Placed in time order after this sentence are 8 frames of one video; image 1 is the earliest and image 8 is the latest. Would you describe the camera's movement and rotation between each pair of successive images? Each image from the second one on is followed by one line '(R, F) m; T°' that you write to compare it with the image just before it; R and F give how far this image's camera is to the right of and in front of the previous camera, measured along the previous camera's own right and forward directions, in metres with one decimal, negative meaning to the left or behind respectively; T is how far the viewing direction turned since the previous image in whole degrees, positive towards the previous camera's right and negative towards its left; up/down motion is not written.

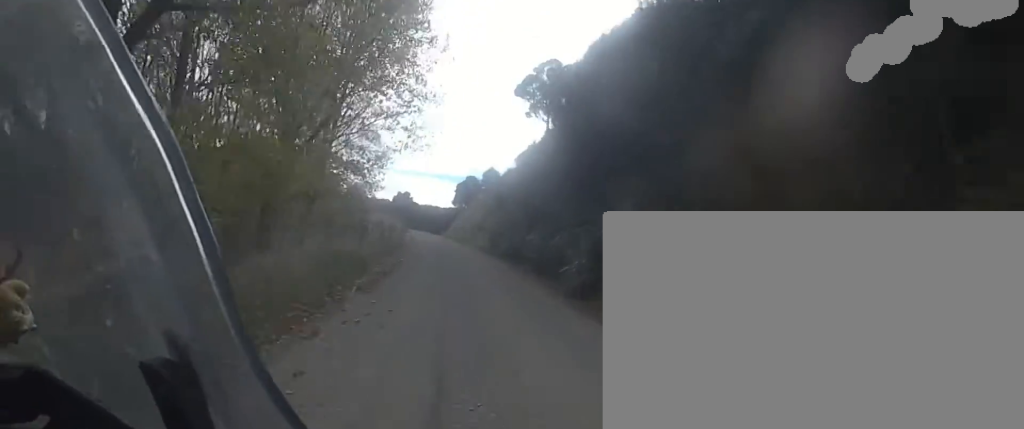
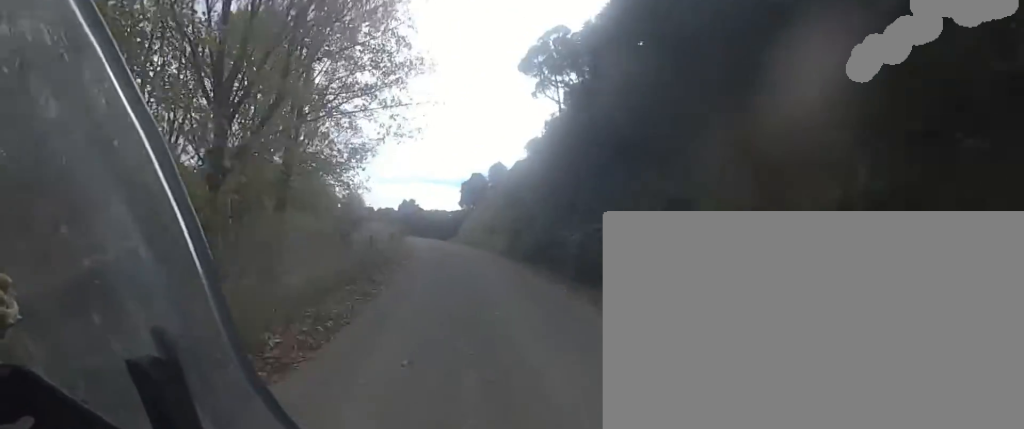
(0.0, +6.6) m; 0°
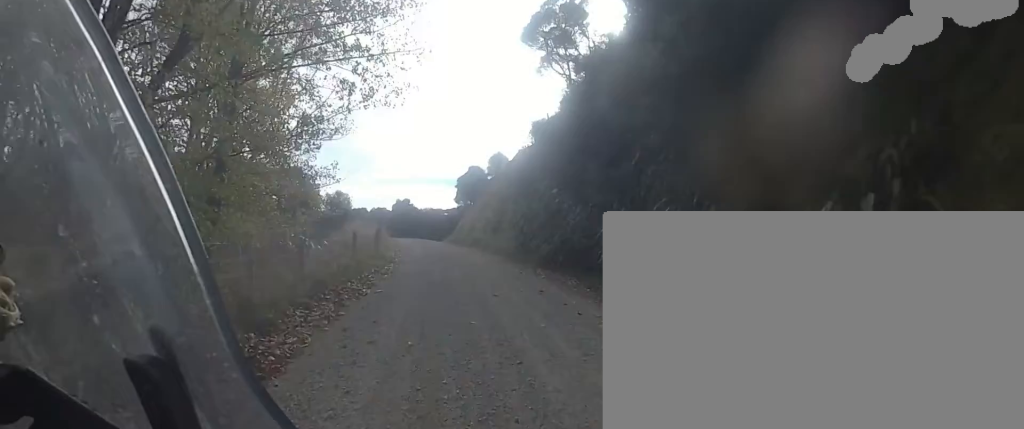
(0.0, +6.5) m; -2°
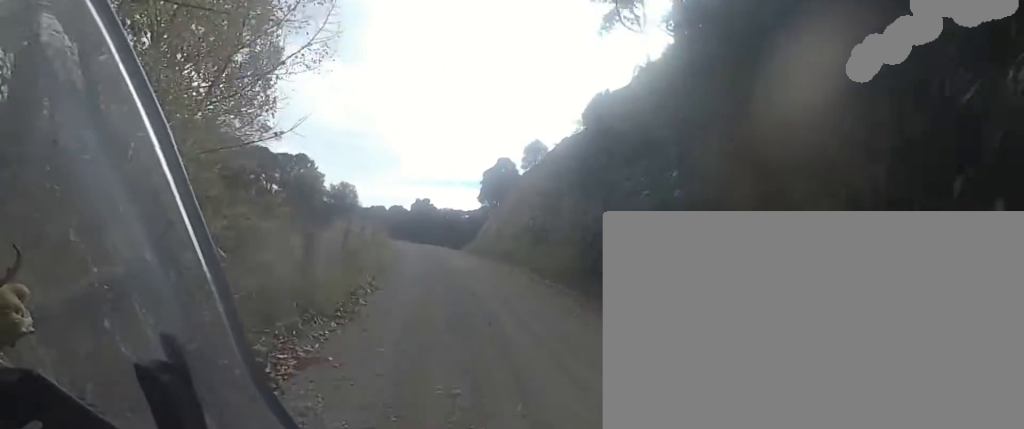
(+0.1, +9.1) m; -3°
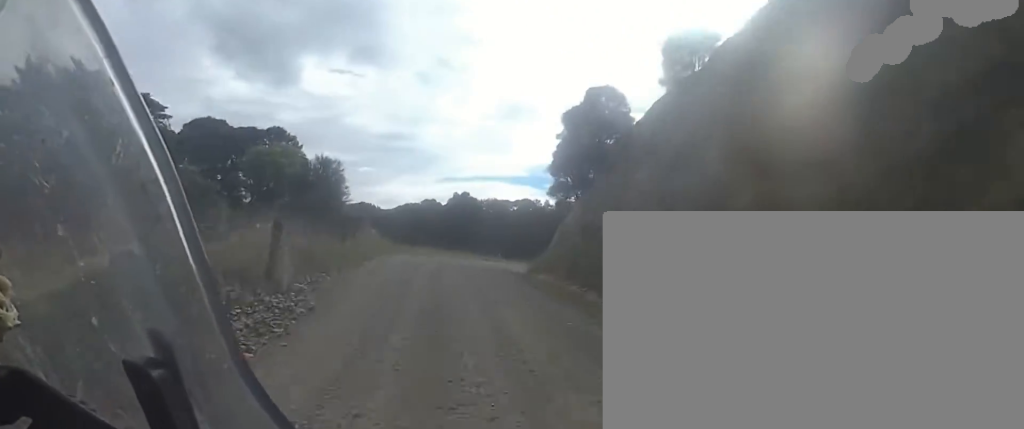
(-1.9, +22.5) m; -2°
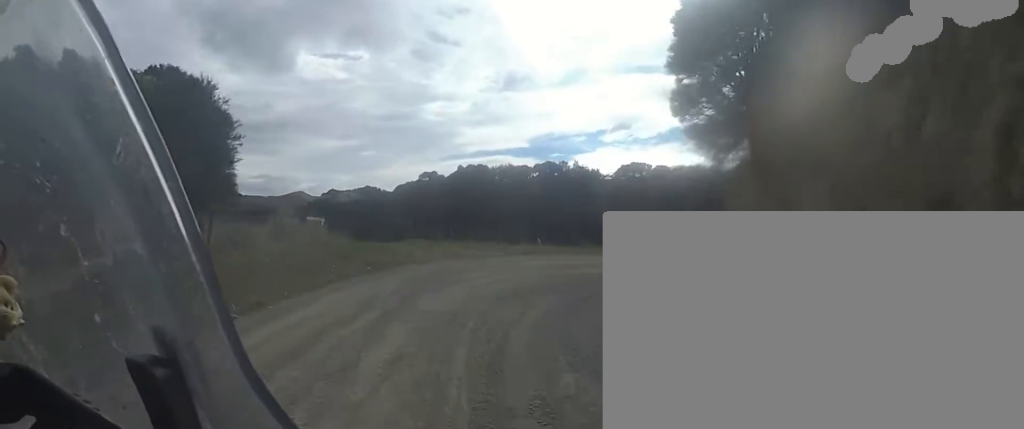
(+1.3, +17.0) m; +8°
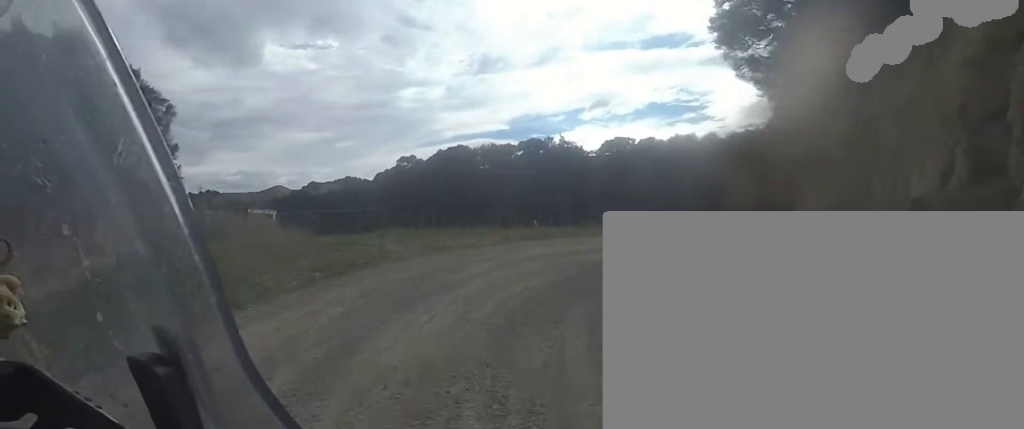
(0.0, +3.9) m; +1°
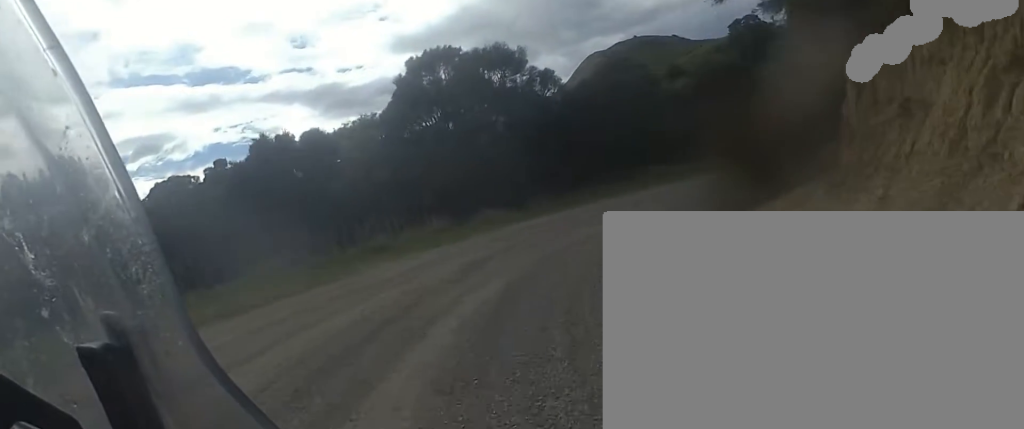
(+6.1, +15.3) m; +57°
